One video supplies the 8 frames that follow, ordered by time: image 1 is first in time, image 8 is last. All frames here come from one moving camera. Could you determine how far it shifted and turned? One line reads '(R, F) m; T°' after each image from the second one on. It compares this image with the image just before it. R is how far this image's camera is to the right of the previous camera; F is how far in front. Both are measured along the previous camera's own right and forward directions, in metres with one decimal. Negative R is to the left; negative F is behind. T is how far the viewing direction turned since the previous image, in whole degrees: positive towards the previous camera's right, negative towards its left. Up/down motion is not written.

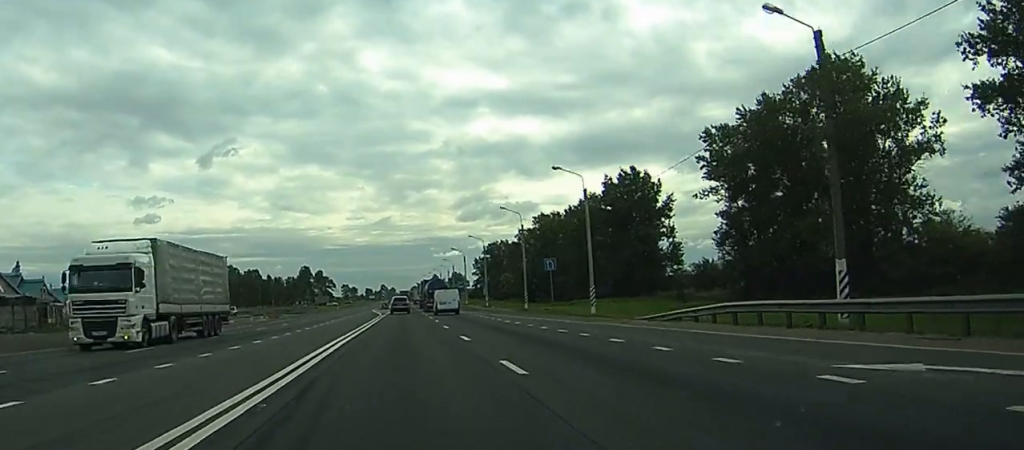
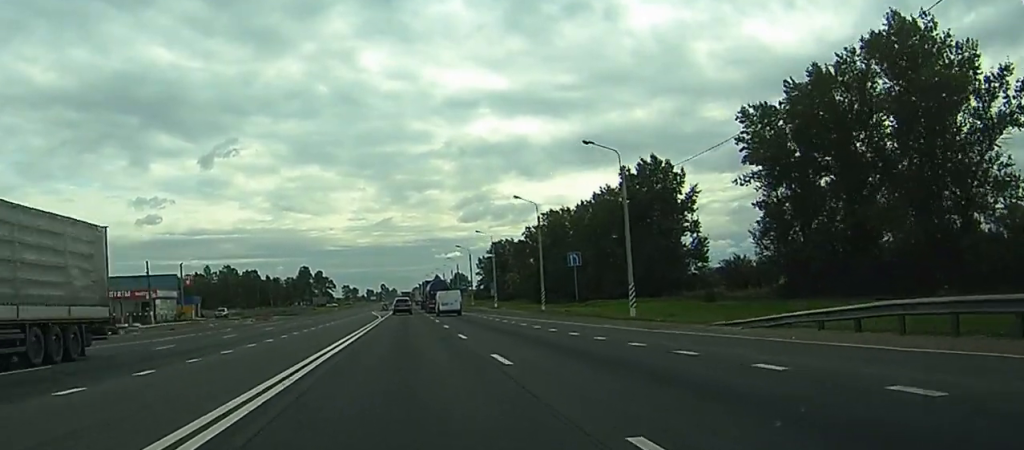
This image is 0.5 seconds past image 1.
(0.0, +9.5) m; 0°
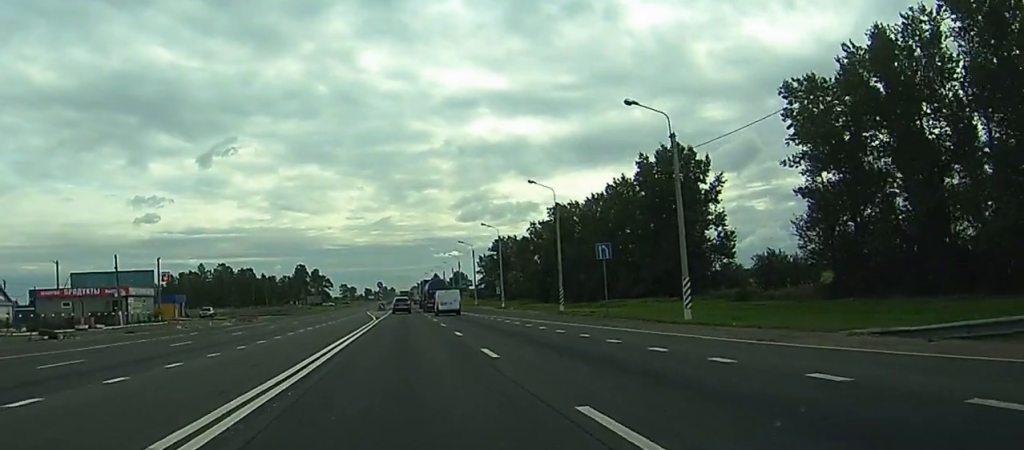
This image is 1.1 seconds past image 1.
(0.0, +9.6) m; 0°
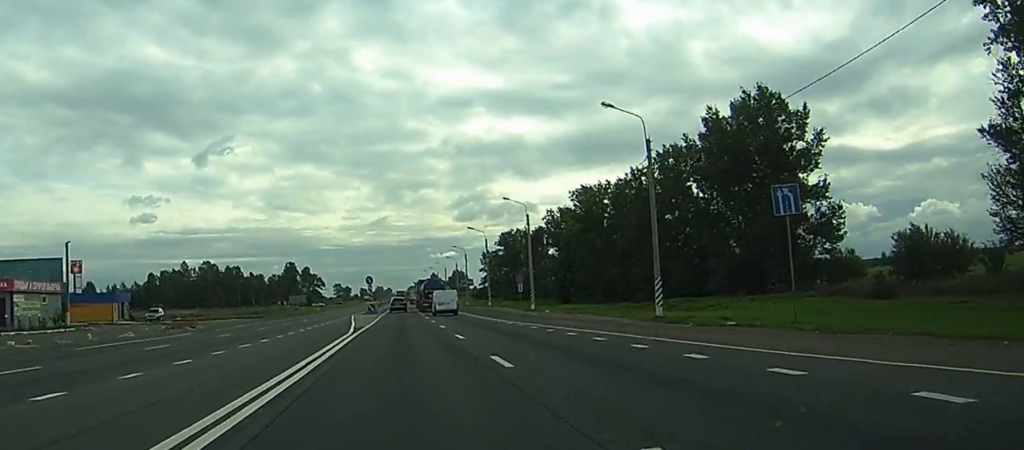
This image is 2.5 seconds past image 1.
(+0.1, +26.5) m; +1°
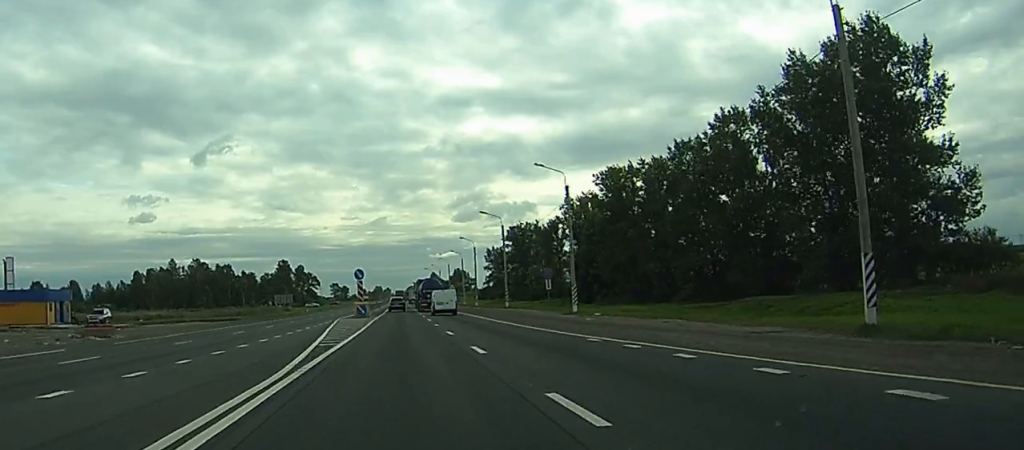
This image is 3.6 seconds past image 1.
(+0.1, +19.6) m; 0°
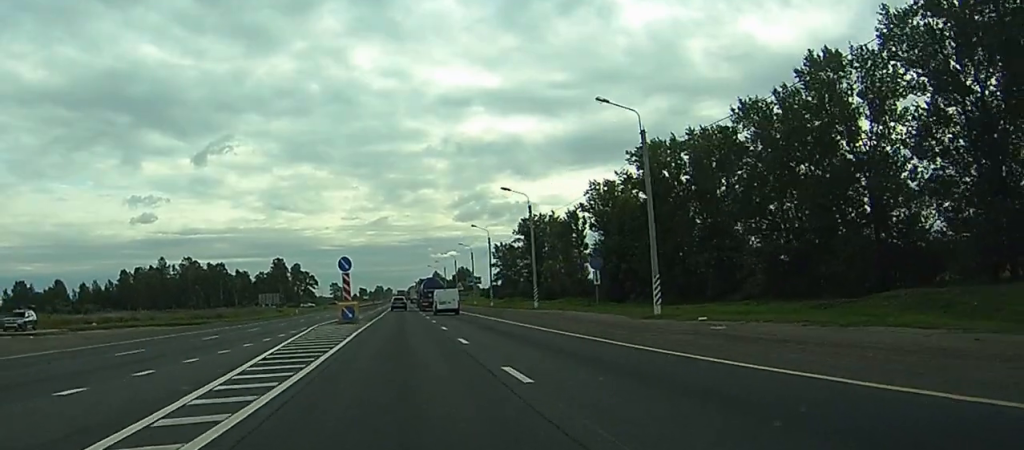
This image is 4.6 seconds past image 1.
(0.0, +19.1) m; 0°
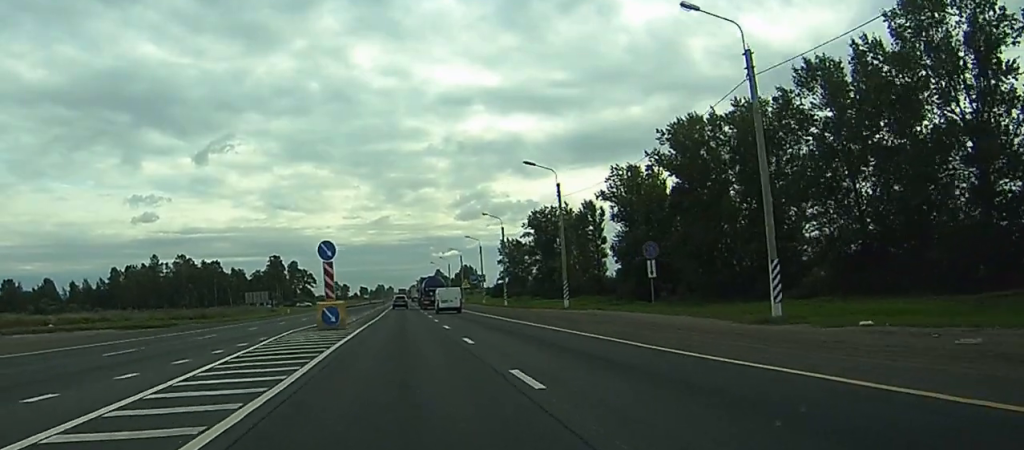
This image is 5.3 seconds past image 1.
(0.0, +13.1) m; 0°
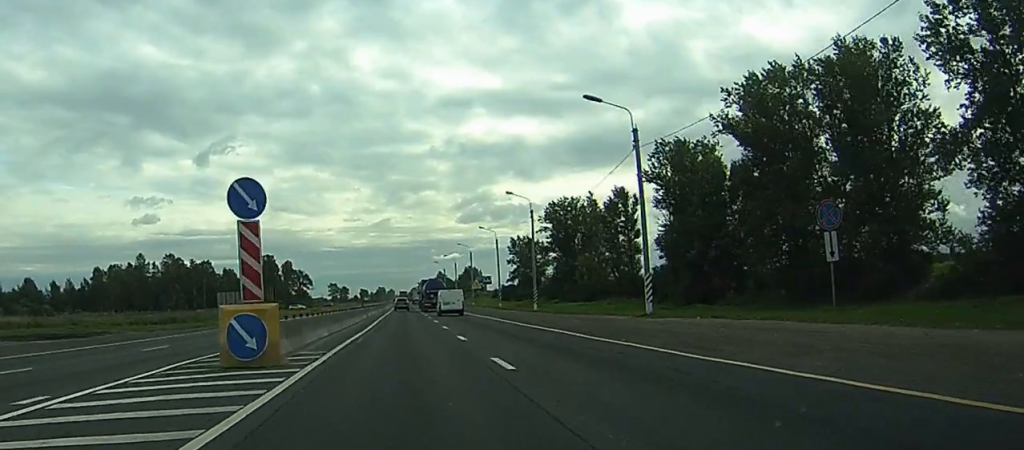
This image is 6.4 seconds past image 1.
(0.0, +20.1) m; 0°
